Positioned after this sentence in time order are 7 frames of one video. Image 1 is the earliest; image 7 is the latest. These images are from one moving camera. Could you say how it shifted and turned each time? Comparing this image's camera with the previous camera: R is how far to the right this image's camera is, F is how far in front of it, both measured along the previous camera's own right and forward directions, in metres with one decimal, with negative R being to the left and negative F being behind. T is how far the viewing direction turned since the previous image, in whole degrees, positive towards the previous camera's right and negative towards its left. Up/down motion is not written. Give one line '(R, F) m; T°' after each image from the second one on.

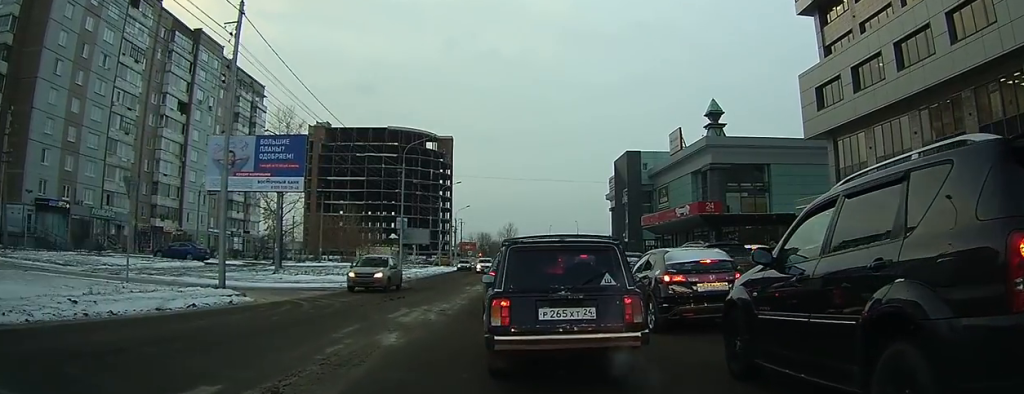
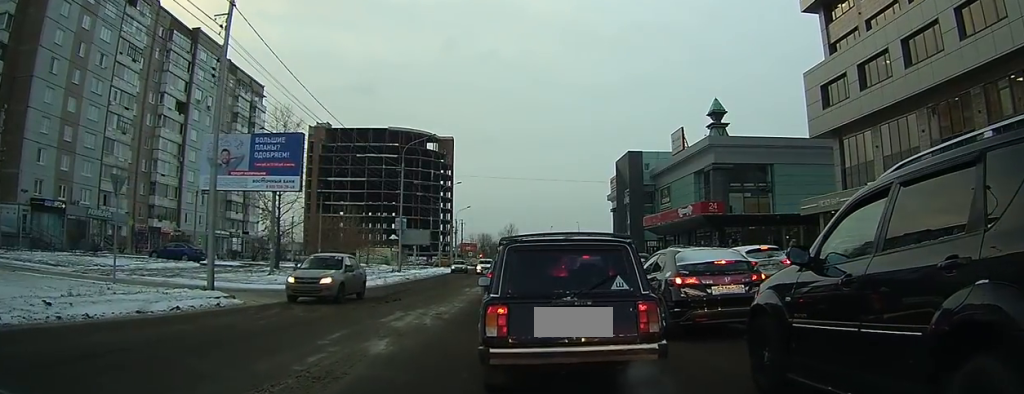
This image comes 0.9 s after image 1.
(-0.1, +1.2) m; 0°
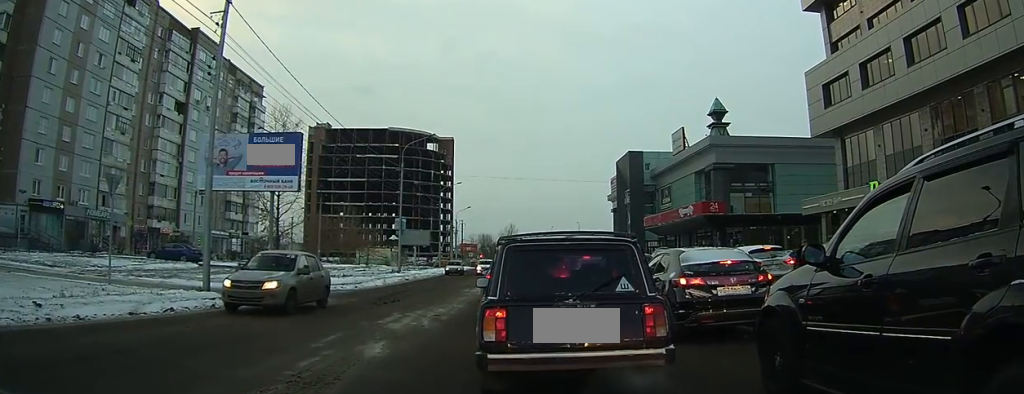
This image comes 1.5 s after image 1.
(-0.1, +0.6) m; 0°
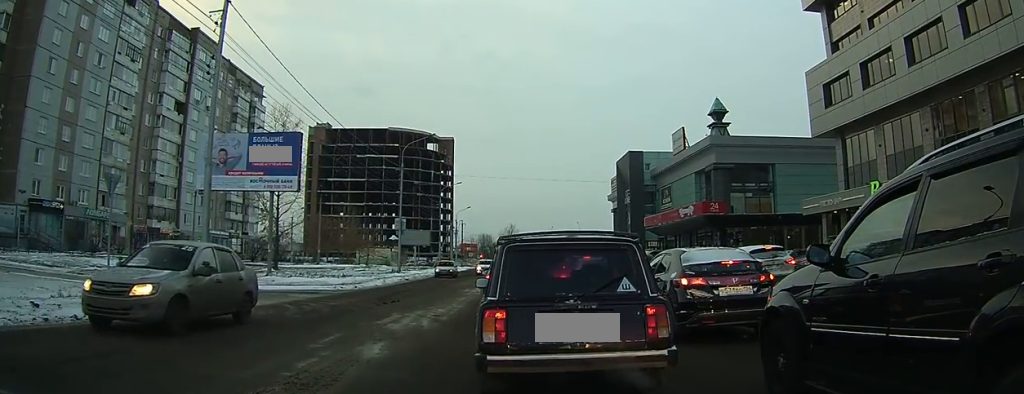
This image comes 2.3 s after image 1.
(-0.2, +0.6) m; 0°
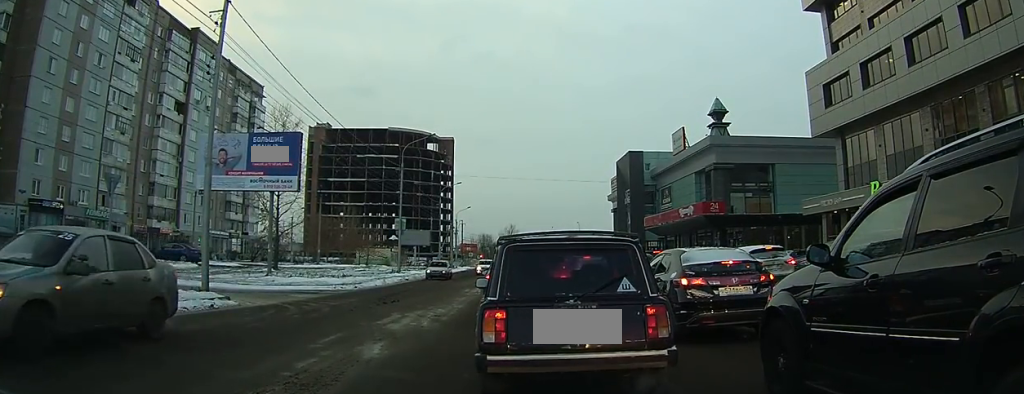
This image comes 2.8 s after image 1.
(-0.1, +0.2) m; 0°
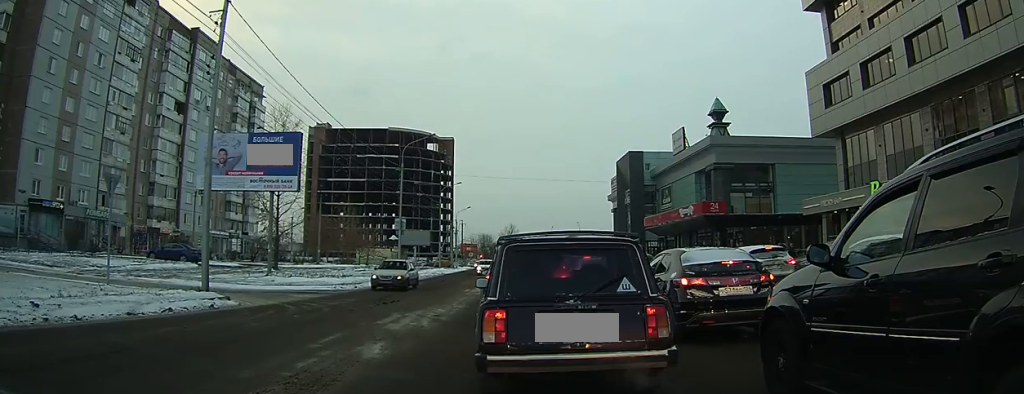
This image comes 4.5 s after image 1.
(+0.3, +0.4) m; 0°
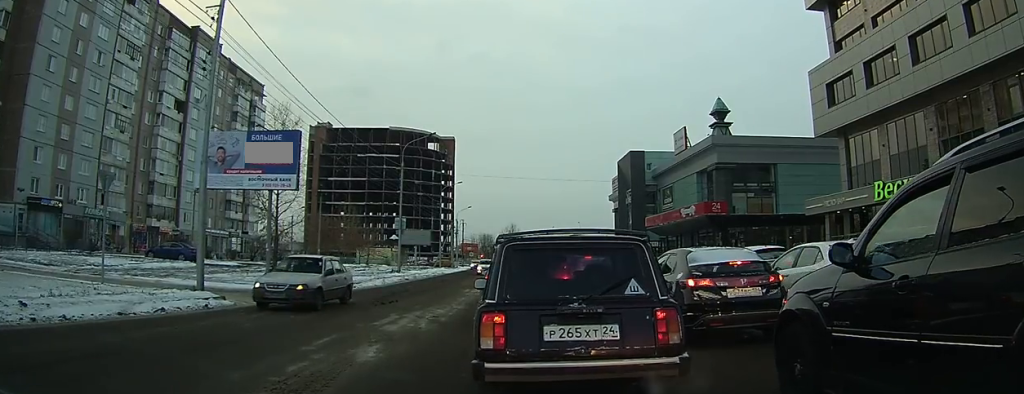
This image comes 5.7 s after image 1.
(+0.3, +0.3) m; 0°
